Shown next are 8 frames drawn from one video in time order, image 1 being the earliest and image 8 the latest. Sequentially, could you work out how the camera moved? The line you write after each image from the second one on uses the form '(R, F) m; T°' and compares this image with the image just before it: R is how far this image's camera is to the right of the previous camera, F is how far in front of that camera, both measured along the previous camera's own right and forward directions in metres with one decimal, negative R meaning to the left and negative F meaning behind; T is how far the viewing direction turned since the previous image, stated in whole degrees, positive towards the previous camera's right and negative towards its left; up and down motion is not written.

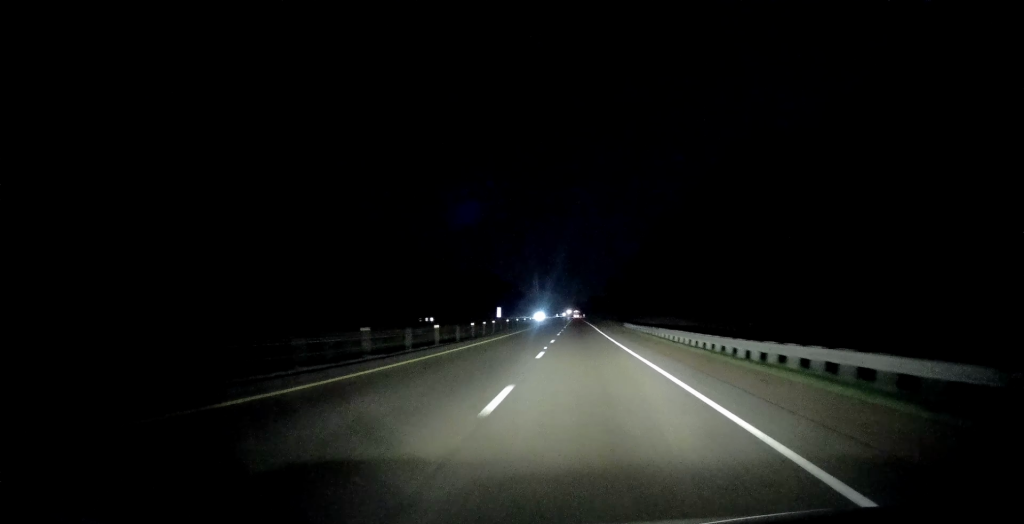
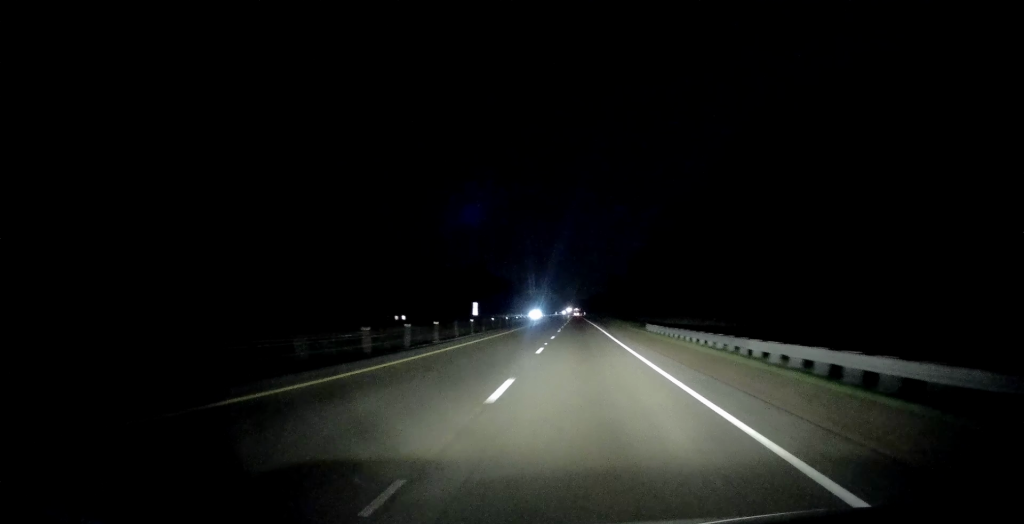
(+0.1, +23.2) m; 0°
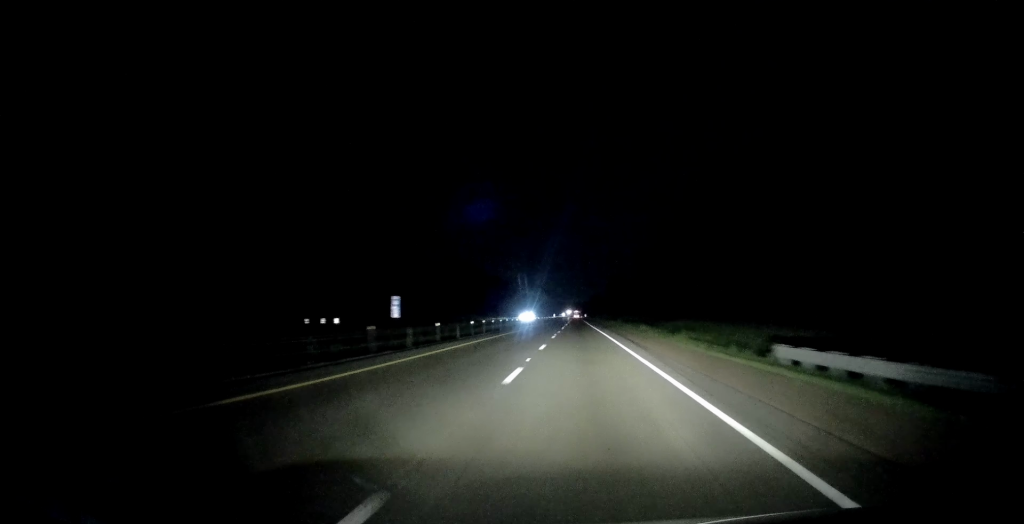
(-0.3, +33.7) m; -1°
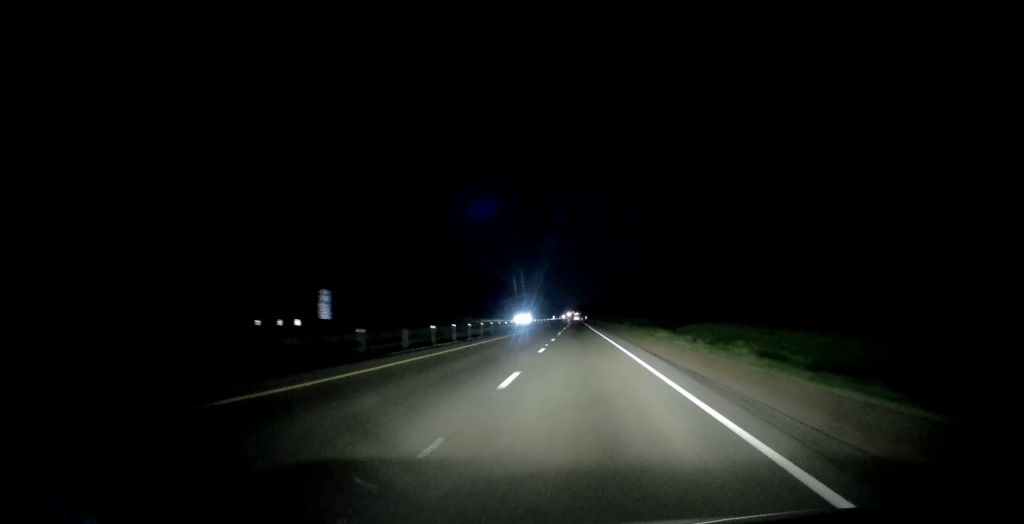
(0.0, +12.6) m; 0°
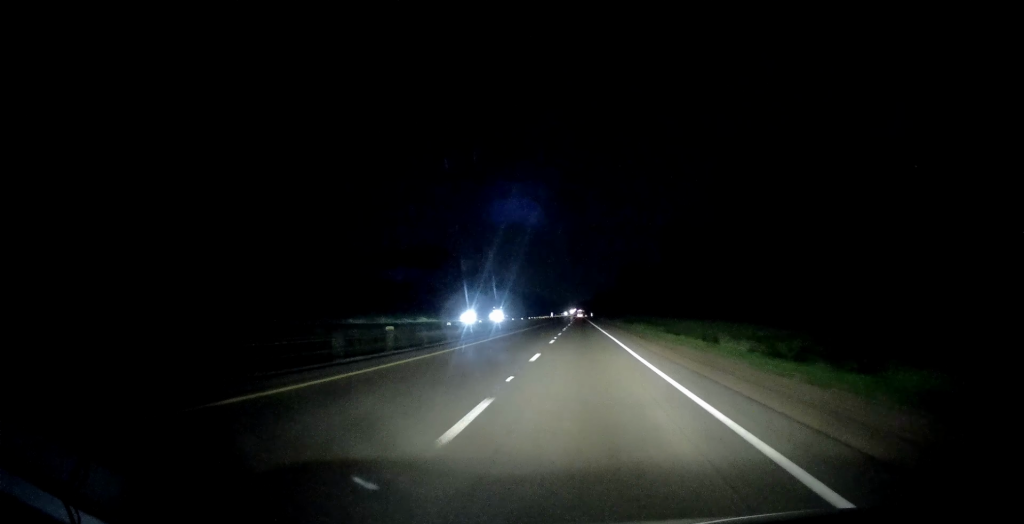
(+0.4, +66.3) m; 0°
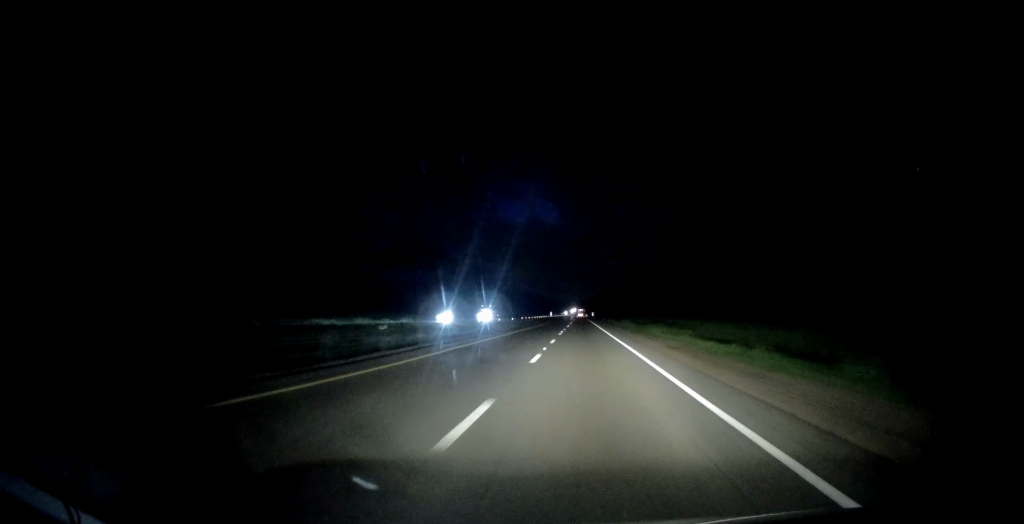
(-0.1, +12.6) m; 0°
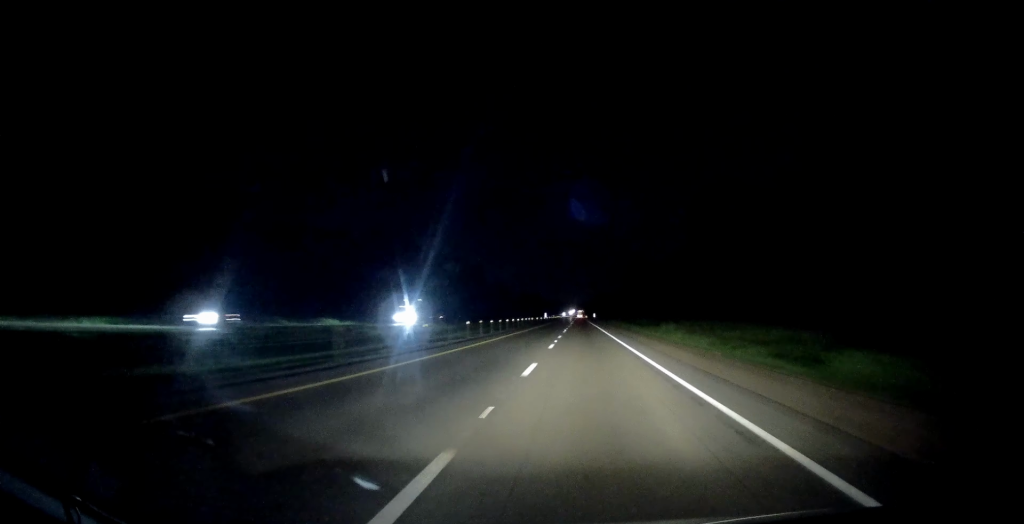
(-0.1, +39.9) m; 0°
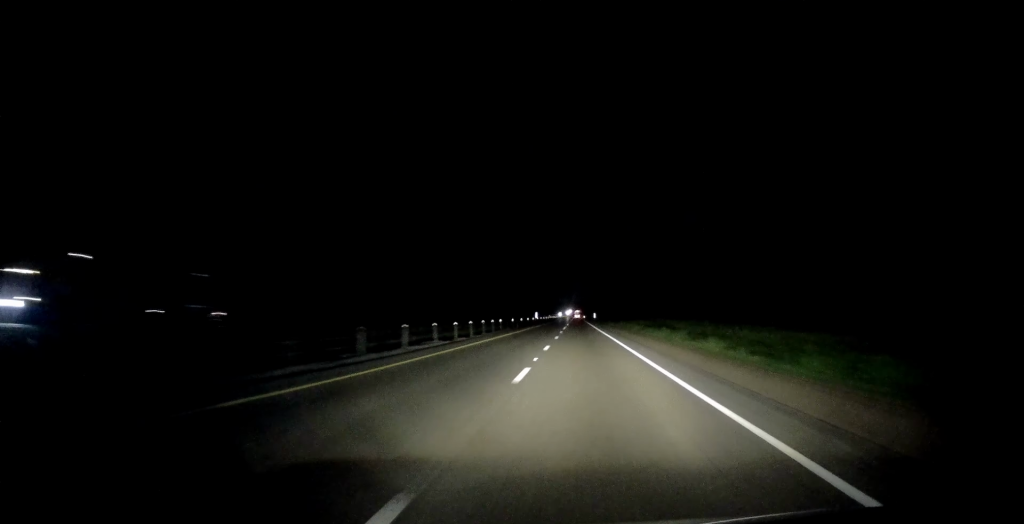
(0.0, +38.9) m; -1°
